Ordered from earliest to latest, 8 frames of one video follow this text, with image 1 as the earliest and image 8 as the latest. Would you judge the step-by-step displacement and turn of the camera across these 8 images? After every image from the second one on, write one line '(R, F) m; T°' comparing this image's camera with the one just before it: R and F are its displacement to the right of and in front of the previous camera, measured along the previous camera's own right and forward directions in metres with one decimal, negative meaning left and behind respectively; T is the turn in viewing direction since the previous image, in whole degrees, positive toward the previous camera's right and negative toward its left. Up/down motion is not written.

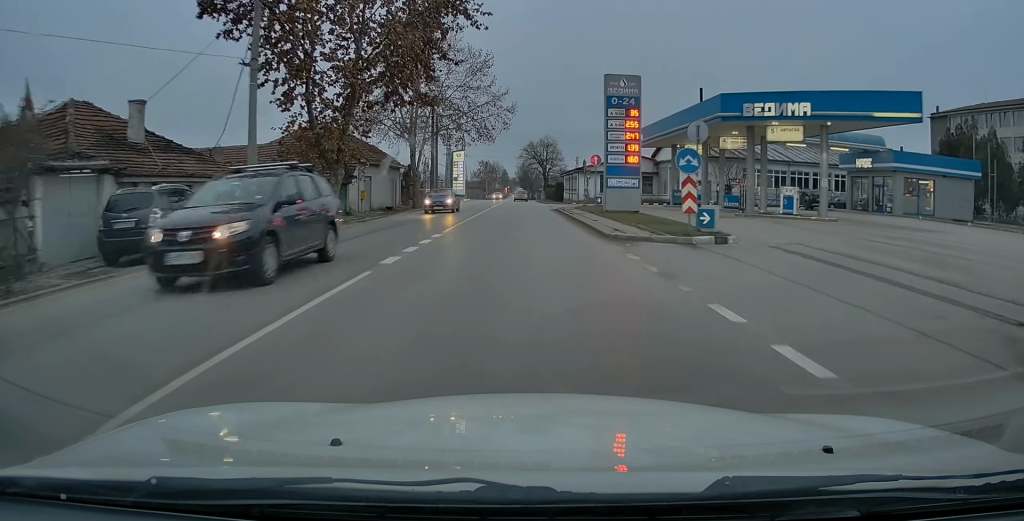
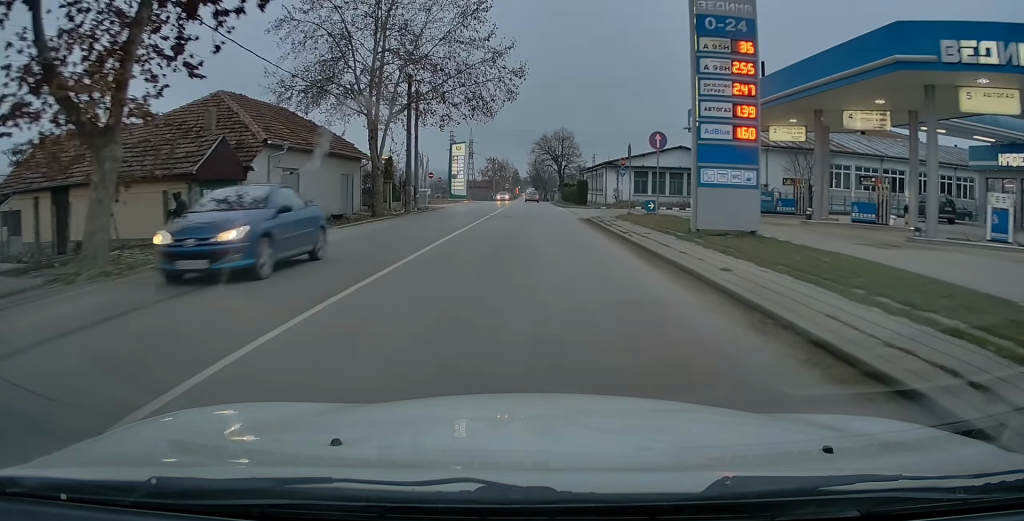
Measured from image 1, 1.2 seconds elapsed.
(-0.2, +16.0) m; -1°
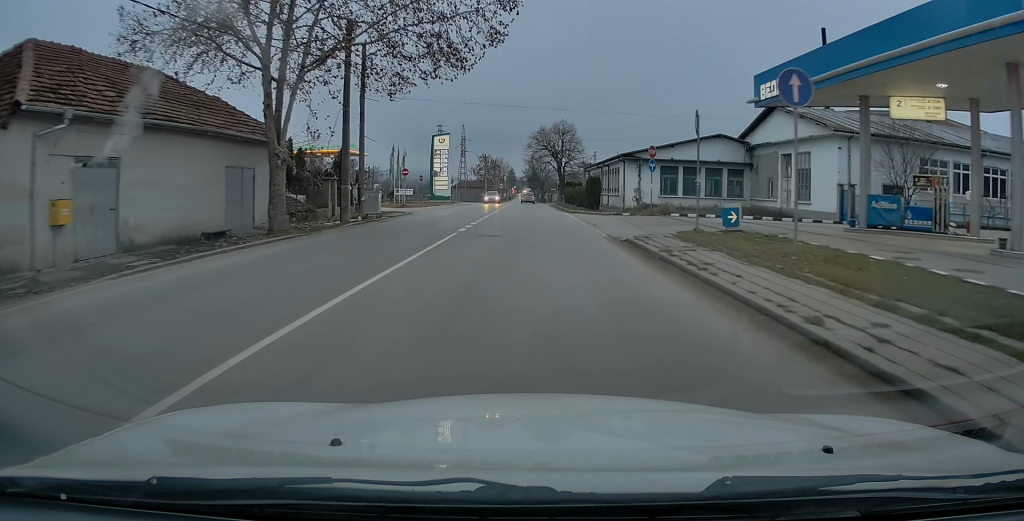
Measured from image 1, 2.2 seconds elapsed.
(0.0, +12.9) m; 0°
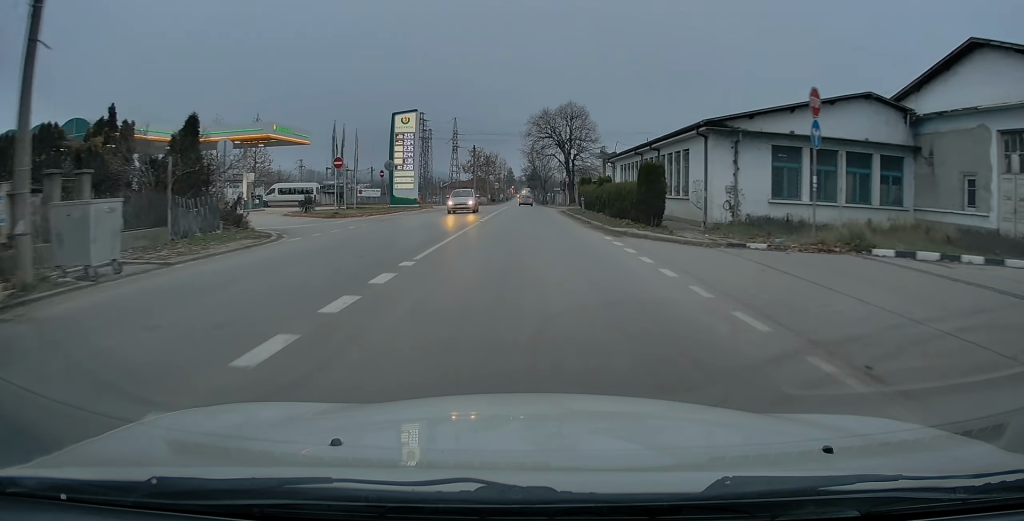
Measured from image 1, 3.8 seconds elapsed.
(+0.2, +20.7) m; +1°
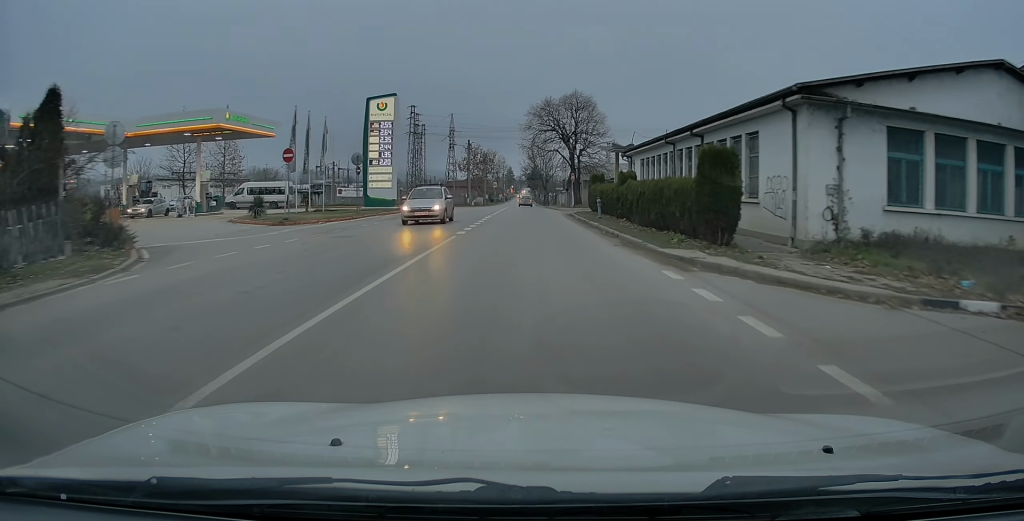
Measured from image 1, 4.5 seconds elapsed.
(0.0, +8.2) m; 0°
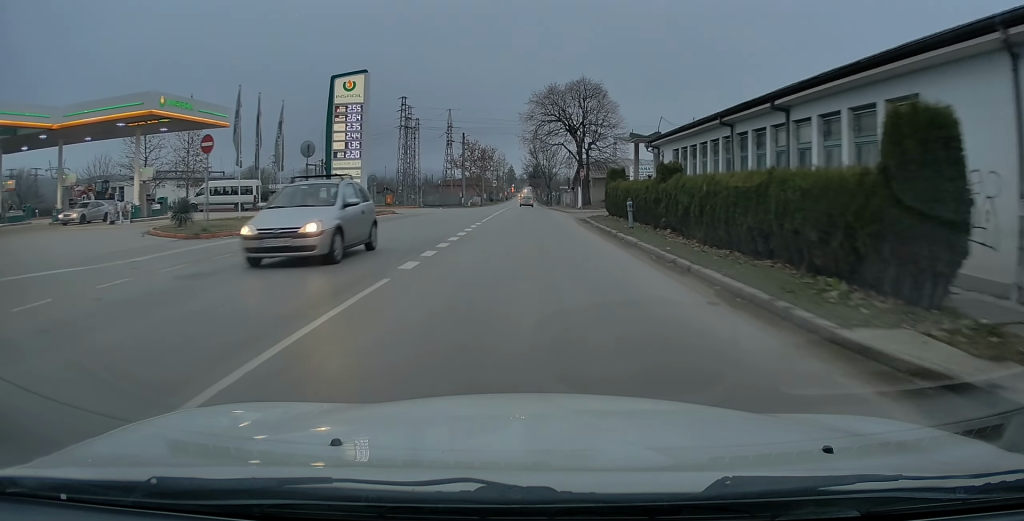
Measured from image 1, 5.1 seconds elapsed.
(-0.1, +8.2) m; 0°
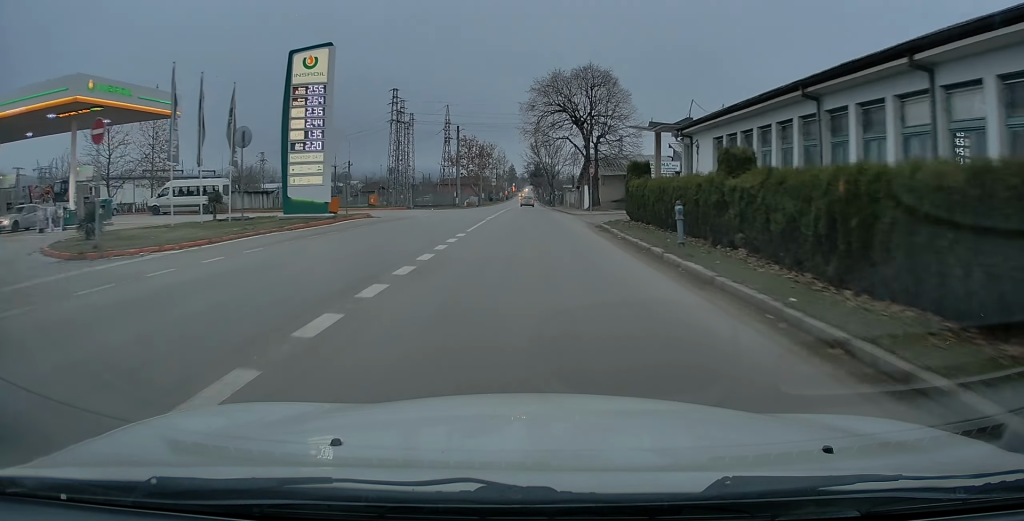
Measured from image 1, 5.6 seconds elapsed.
(0.0, +6.5) m; 0°
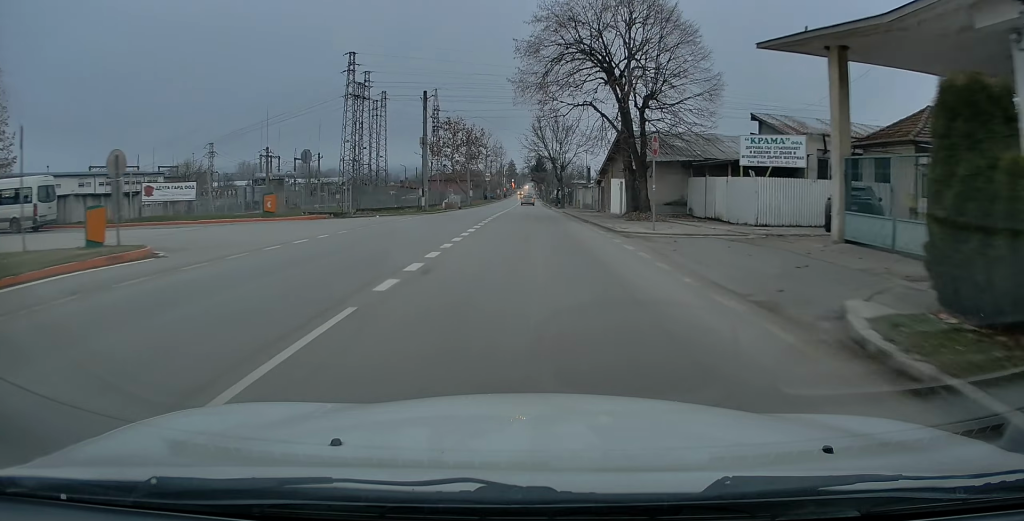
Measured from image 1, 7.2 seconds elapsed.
(0.0, +21.1) m; 0°
